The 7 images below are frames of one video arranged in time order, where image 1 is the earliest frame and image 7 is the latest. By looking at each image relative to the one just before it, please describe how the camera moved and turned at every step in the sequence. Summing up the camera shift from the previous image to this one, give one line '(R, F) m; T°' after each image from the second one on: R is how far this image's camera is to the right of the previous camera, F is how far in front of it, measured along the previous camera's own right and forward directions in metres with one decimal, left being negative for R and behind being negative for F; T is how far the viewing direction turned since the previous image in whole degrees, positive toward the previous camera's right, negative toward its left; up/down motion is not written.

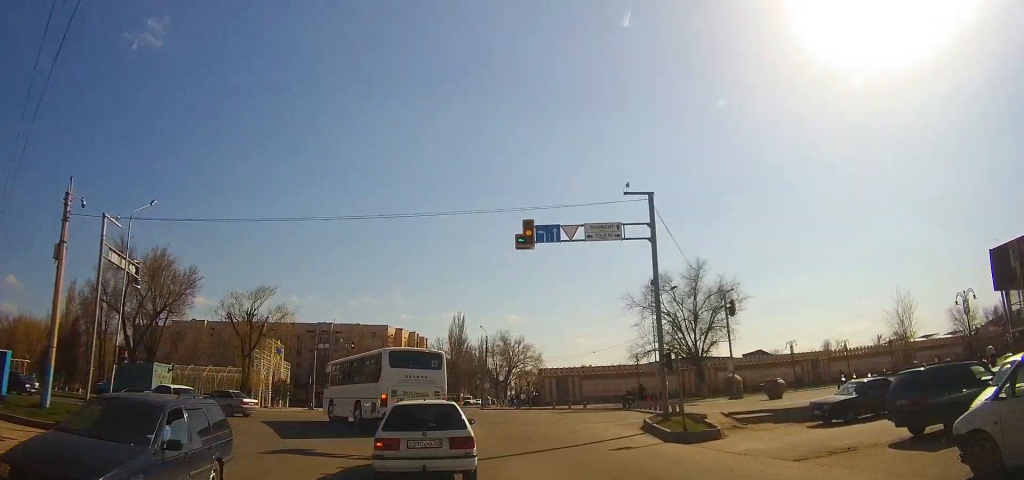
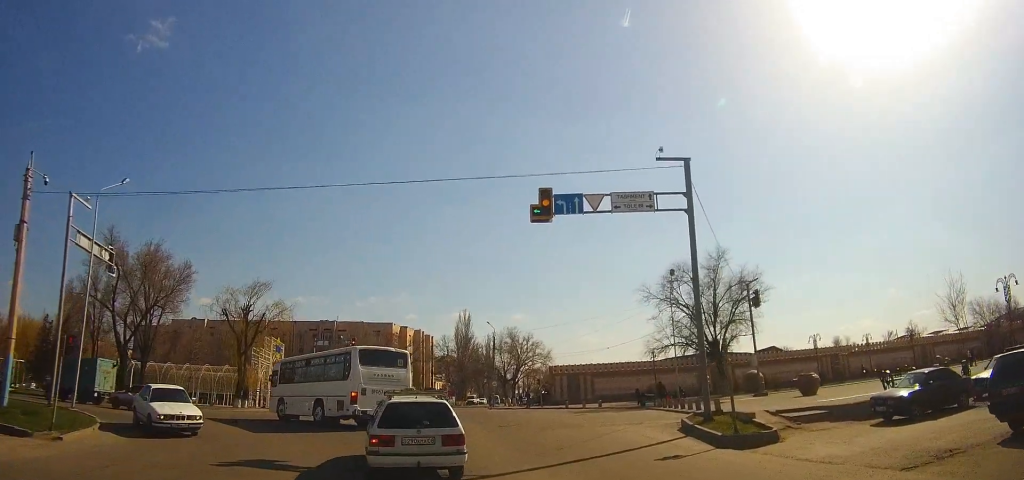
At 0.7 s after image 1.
(-0.1, +3.2) m; -2°
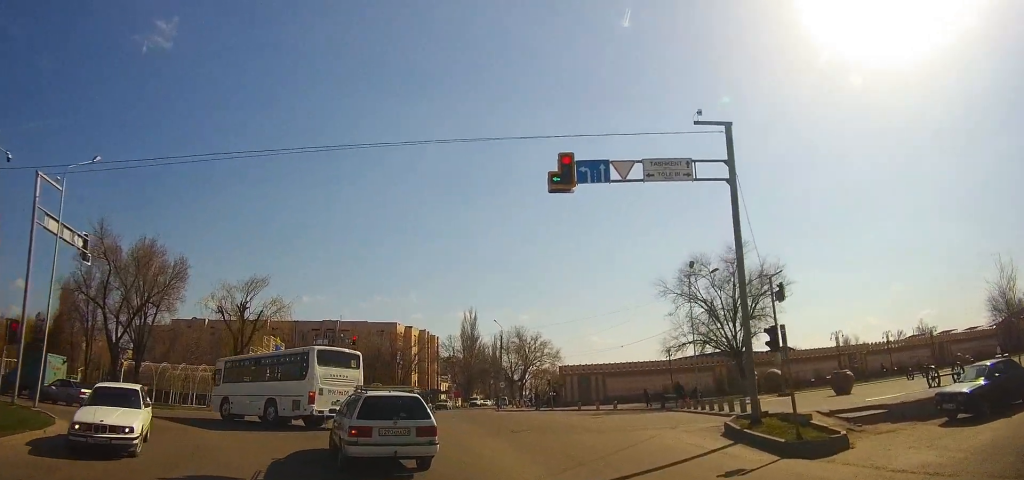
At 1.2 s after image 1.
(0.0, +2.8) m; -1°
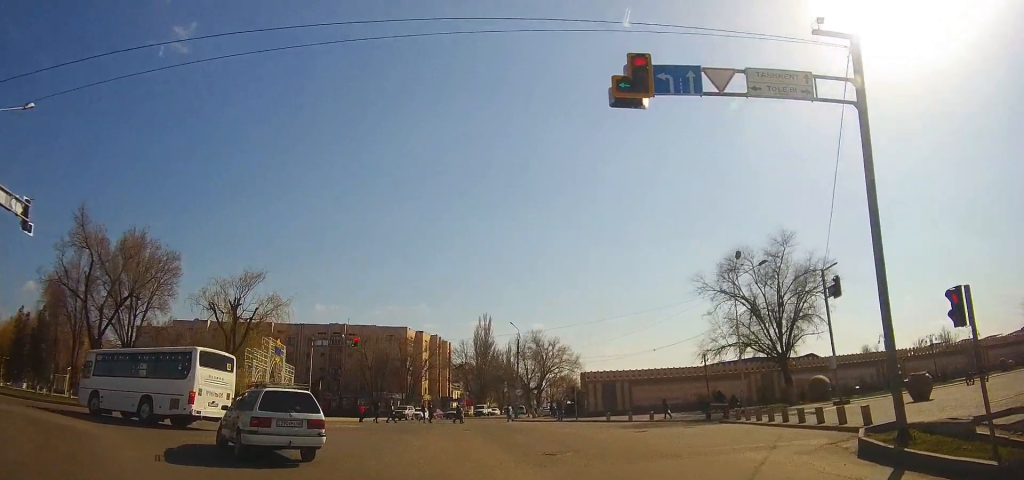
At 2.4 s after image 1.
(-0.1, +5.4) m; -3°
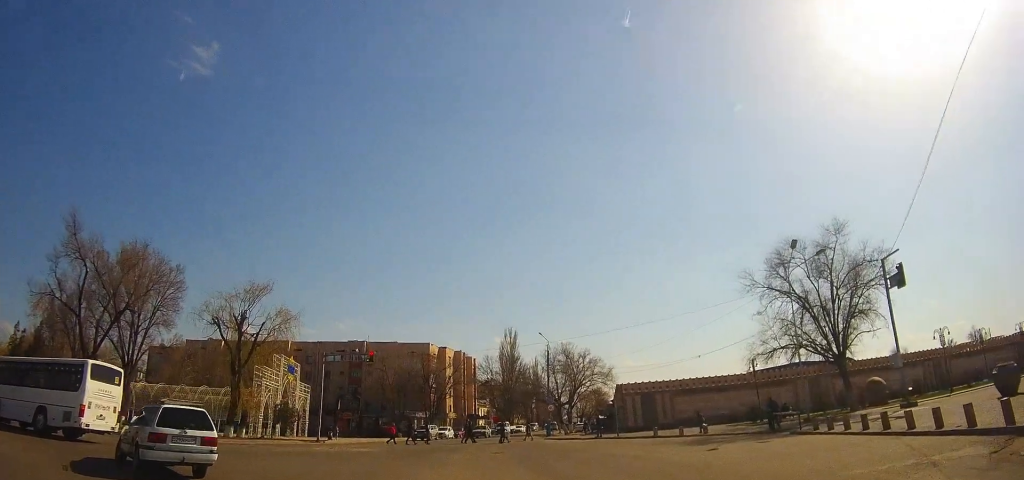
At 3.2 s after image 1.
(-0.1, +4.1) m; -4°
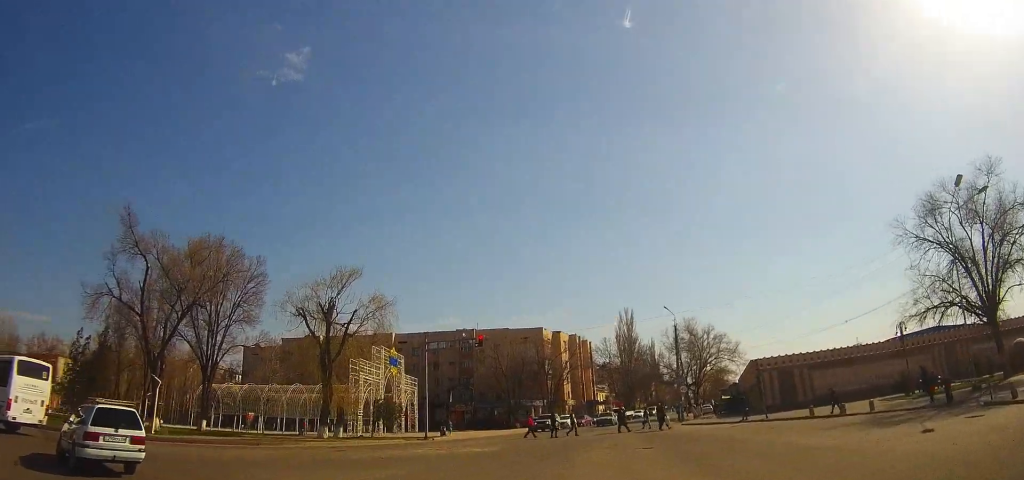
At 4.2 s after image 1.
(-0.3, +5.7) m; -11°
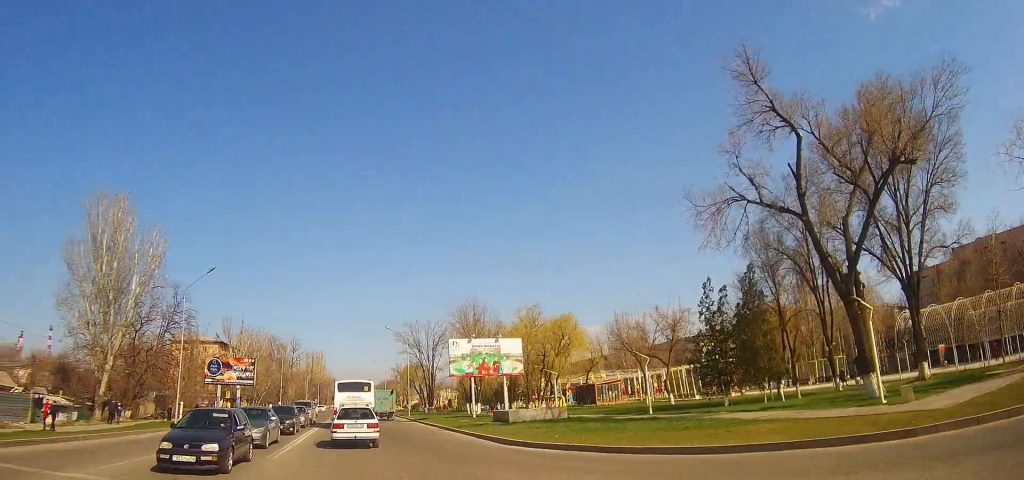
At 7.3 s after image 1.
(-9.4, +15.8) m; -61°
